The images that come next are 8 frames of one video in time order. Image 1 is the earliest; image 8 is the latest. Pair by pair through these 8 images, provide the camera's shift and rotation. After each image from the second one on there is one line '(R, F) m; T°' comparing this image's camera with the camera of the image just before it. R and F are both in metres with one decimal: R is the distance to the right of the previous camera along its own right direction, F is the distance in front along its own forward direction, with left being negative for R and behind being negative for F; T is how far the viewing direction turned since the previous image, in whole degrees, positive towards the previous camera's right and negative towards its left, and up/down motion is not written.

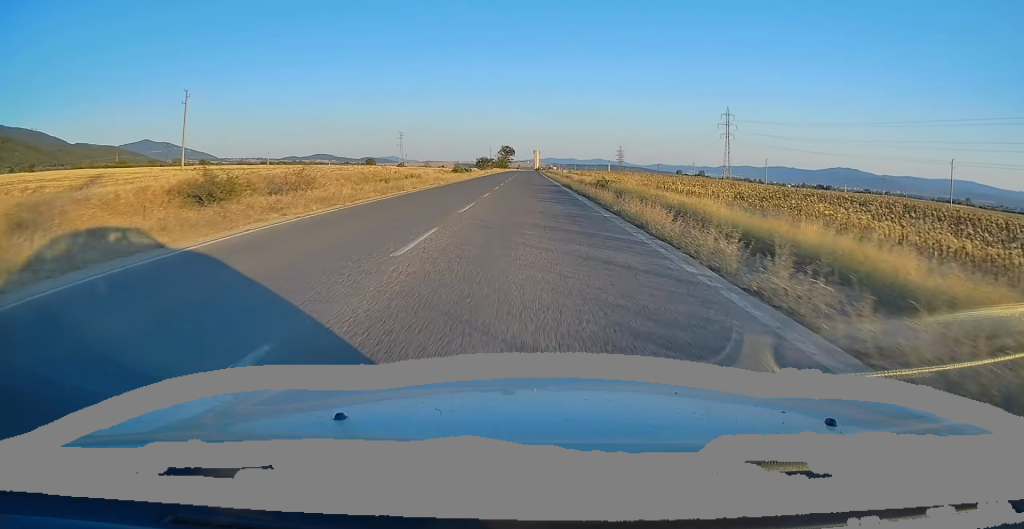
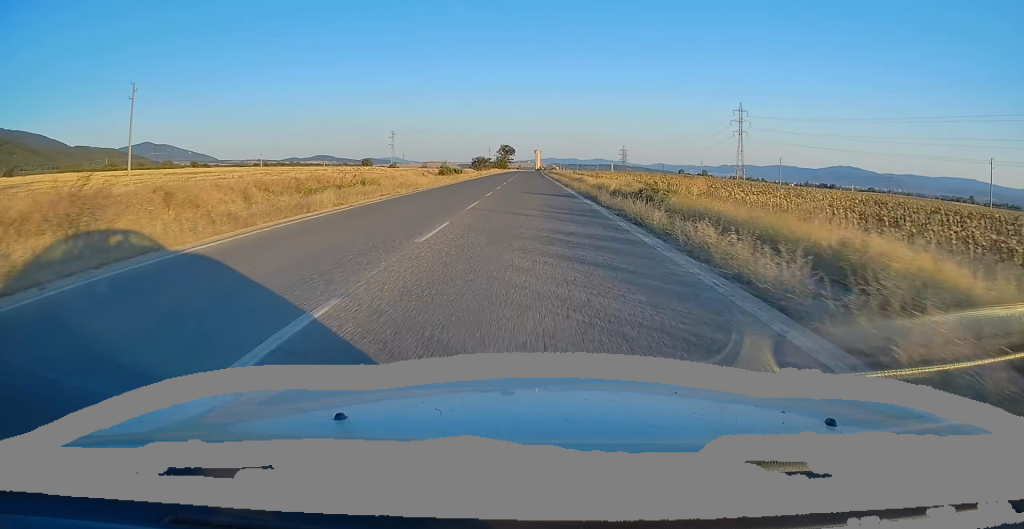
(0.0, +13.8) m; 0°
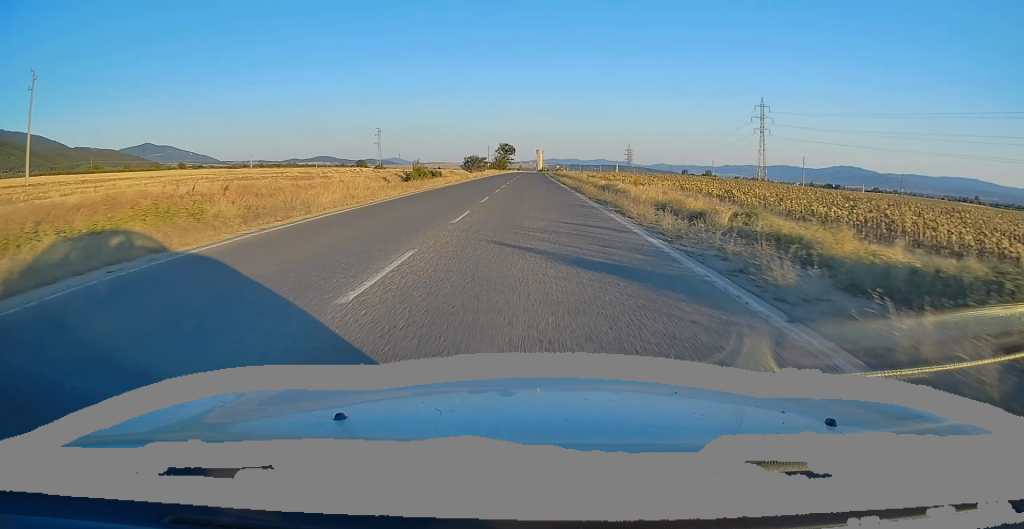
(-0.1, +19.7) m; 0°
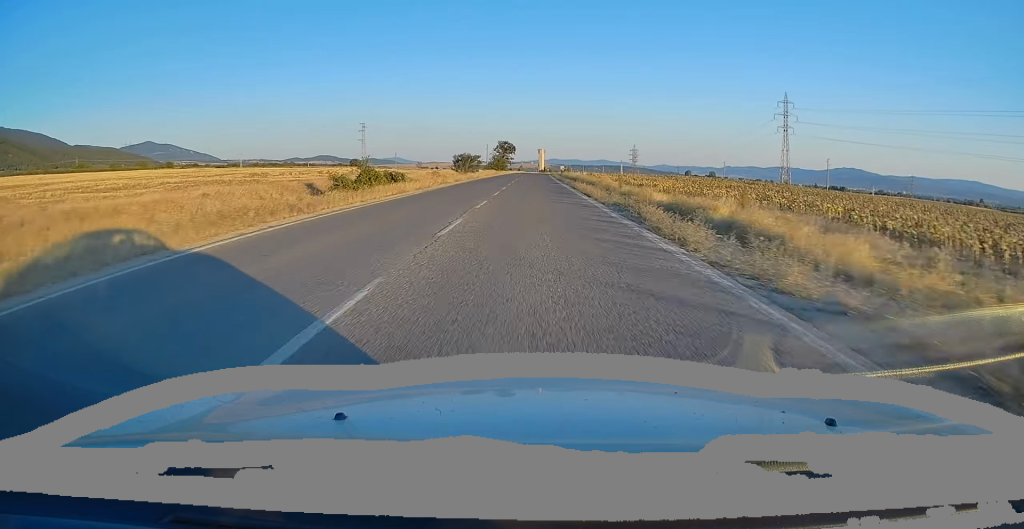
(0.0, +17.6) m; 0°
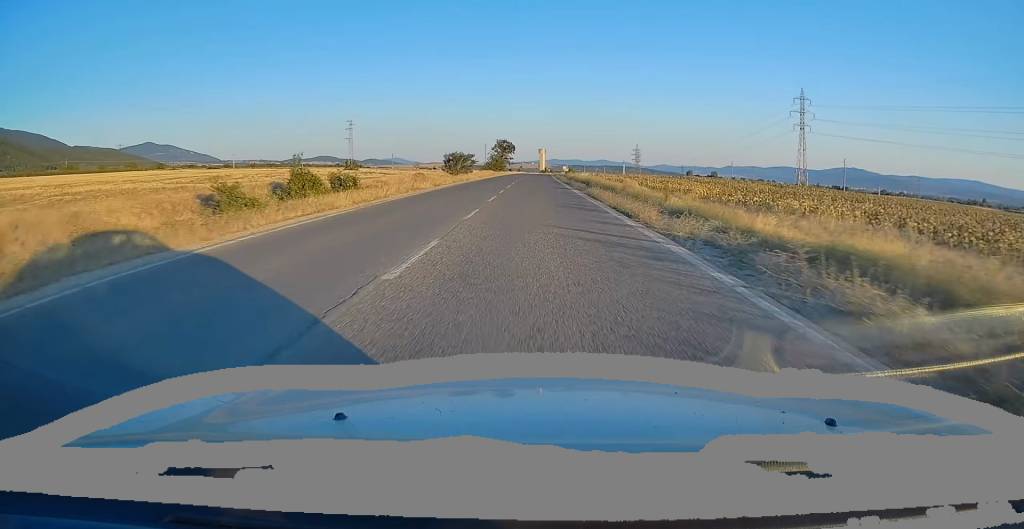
(+0.1, +12.0) m; 0°
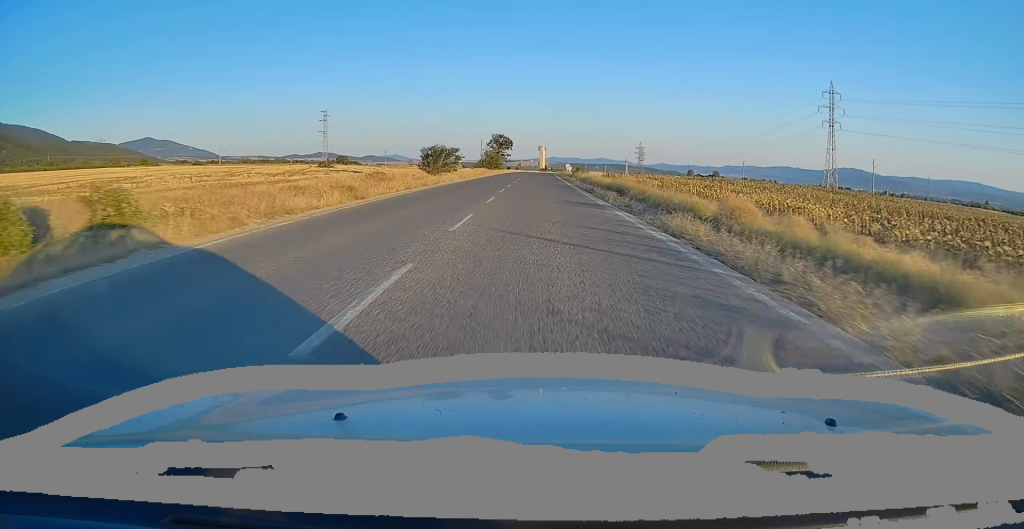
(-0.2, +17.5) m; 0°
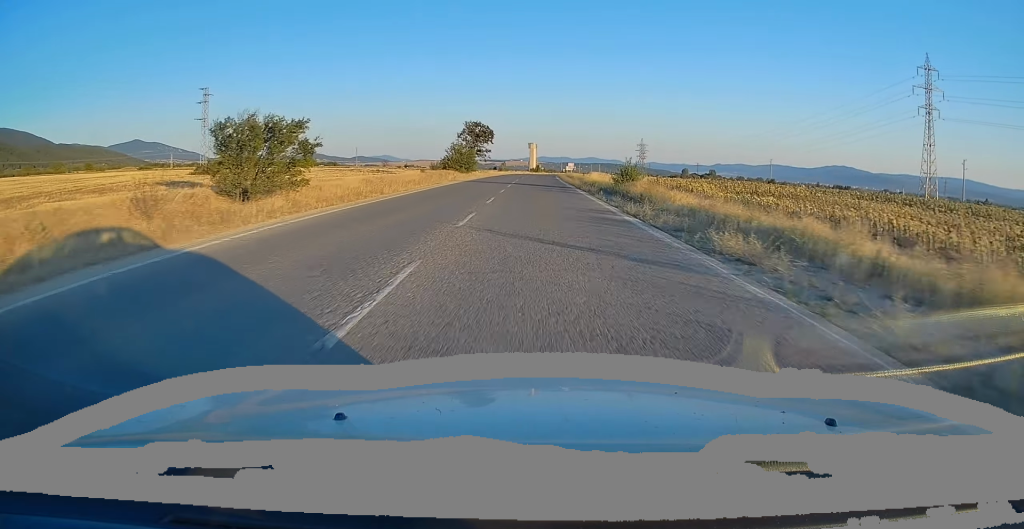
(+0.3, +45.5) m; +1°
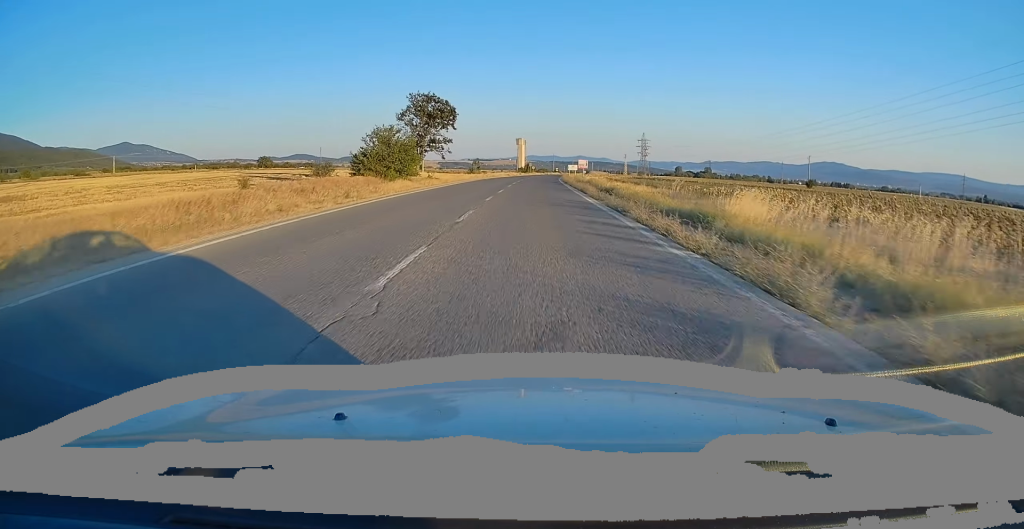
(+0.1, +44.8) m; 0°
